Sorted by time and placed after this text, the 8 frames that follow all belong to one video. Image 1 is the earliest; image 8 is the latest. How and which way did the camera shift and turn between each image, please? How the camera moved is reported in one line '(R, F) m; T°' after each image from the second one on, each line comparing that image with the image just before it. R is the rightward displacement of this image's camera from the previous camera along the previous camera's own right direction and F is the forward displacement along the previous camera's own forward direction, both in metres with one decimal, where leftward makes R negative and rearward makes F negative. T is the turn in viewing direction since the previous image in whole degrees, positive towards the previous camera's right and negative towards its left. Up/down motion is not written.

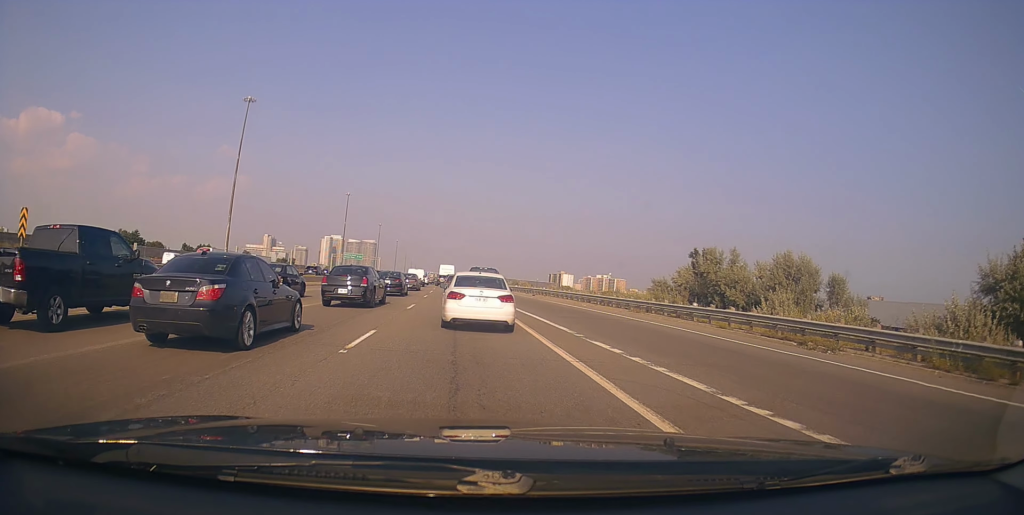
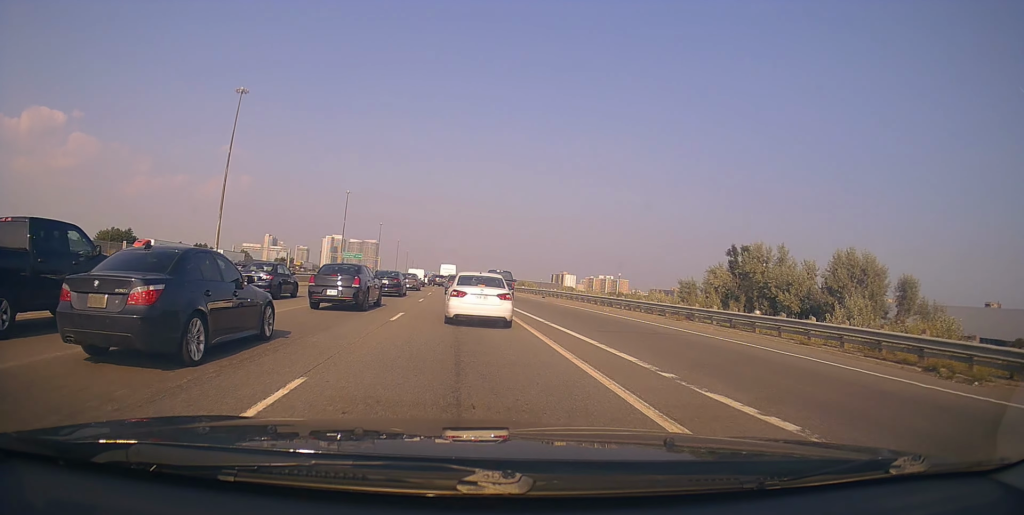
(-0.2, +6.0) m; -1°
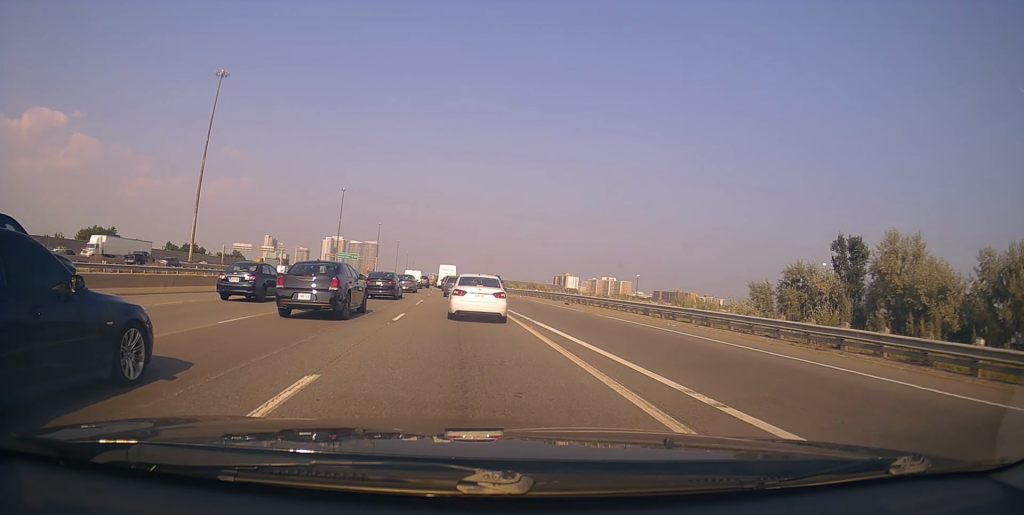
(+0.2, +12.0) m; +5°
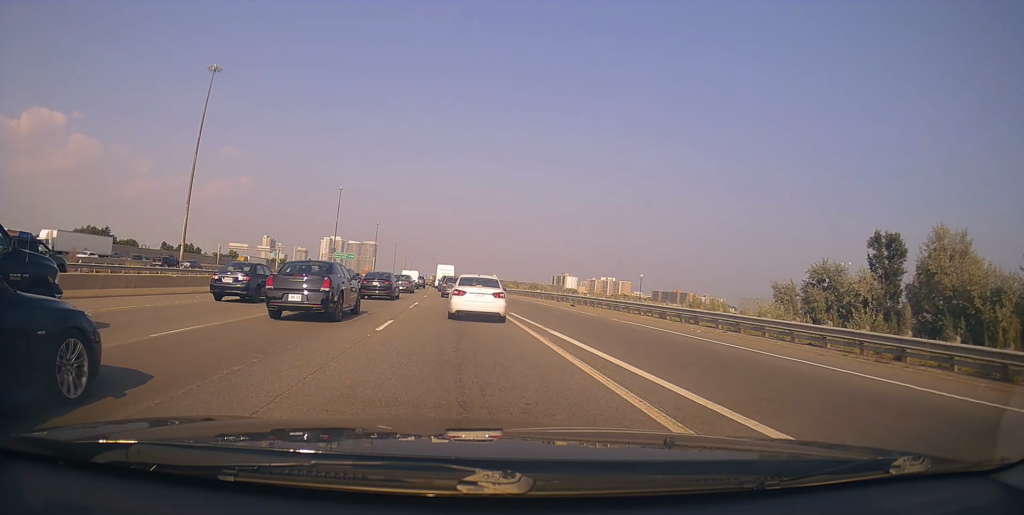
(+0.2, +3.0) m; 0°
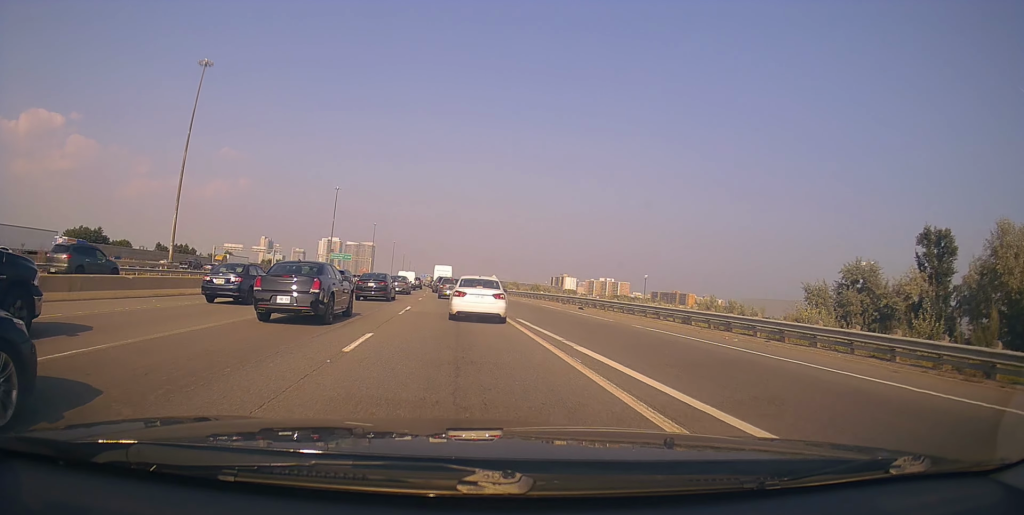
(+0.2, +3.5) m; 0°
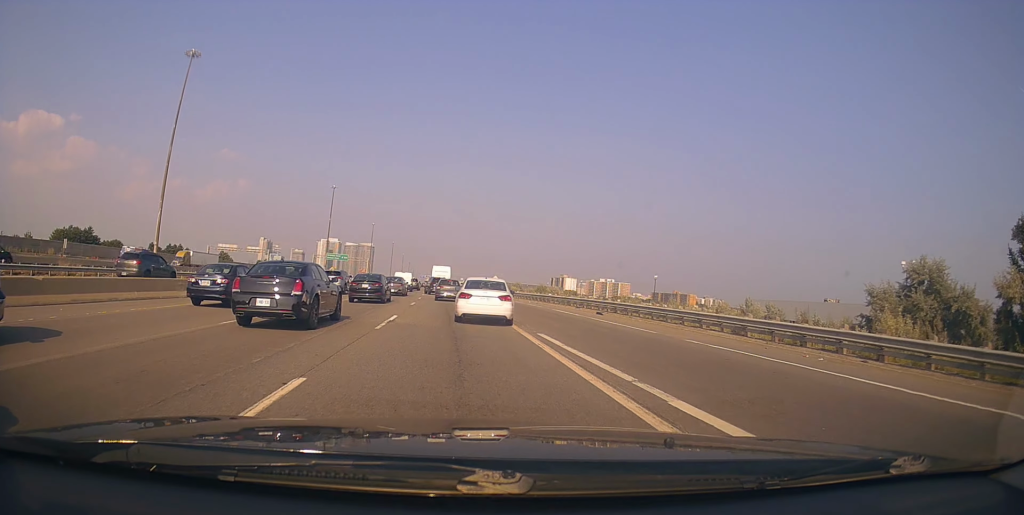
(-0.4, +5.3) m; -2°
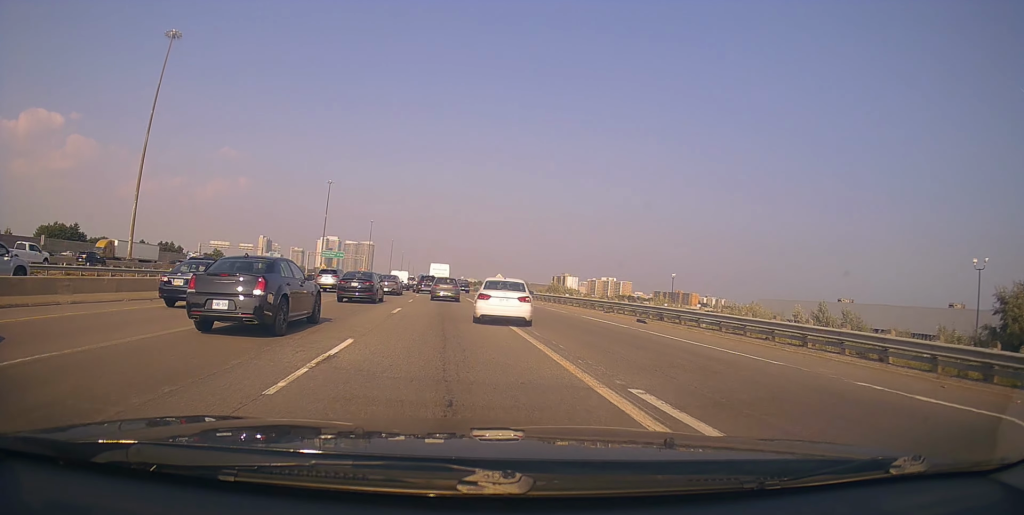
(0.0, +7.9) m; -3°
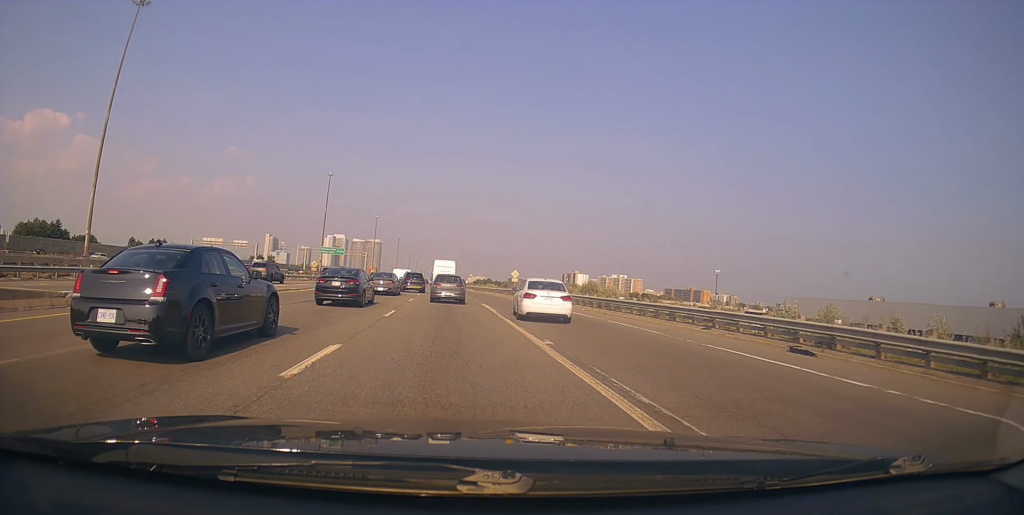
(0.0, +12.7) m; +4°
